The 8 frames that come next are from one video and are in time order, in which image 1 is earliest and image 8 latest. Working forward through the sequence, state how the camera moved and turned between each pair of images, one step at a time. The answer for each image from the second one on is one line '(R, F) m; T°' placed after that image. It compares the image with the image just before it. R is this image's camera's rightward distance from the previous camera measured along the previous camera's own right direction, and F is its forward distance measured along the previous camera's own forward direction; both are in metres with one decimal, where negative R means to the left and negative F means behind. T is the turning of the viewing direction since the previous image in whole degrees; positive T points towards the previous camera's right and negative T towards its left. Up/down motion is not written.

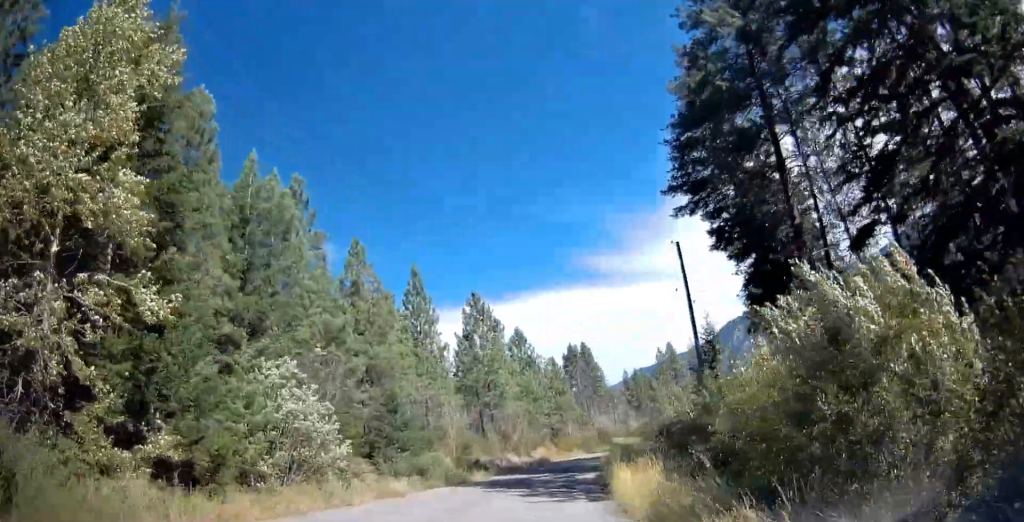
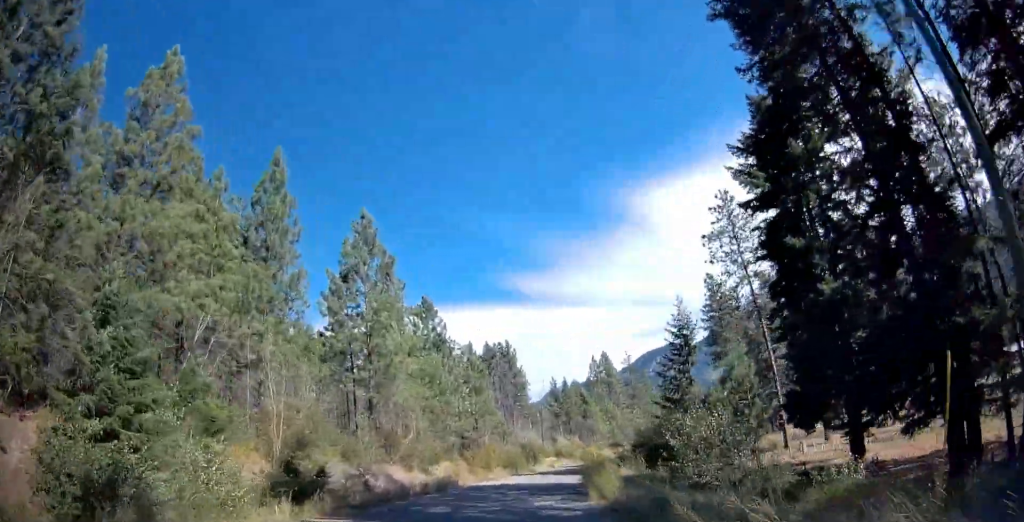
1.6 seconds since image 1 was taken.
(+1.8, +20.8) m; +12°
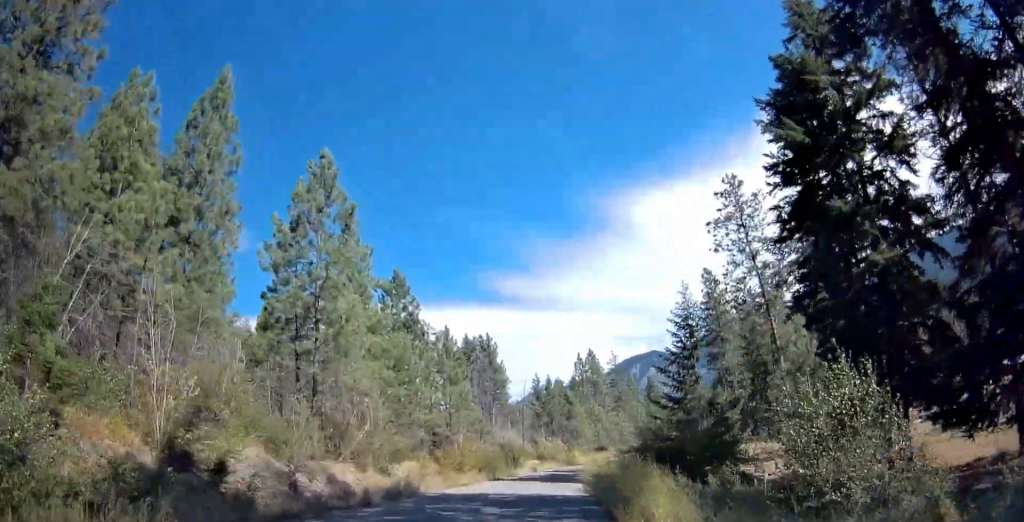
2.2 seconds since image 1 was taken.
(+0.7, +7.4) m; +3°
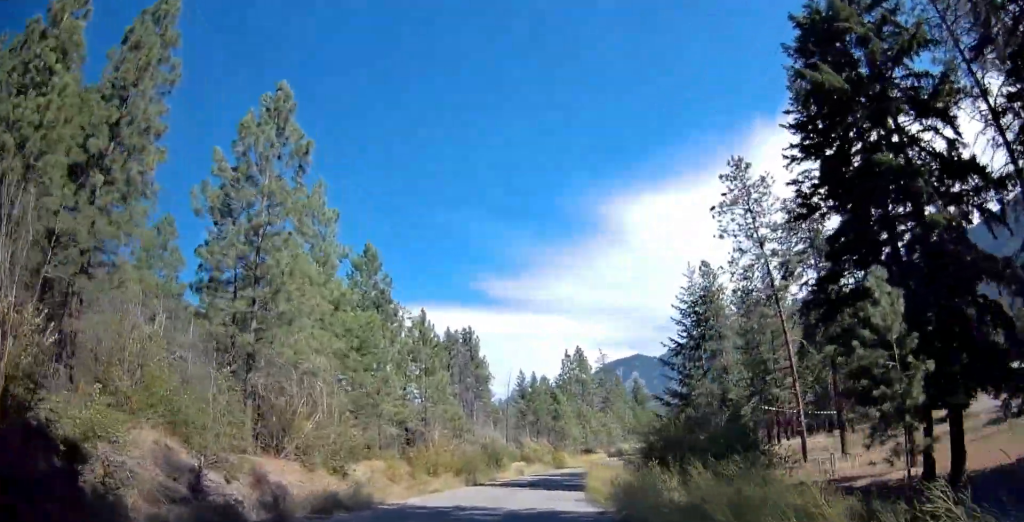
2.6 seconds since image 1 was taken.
(+0.3, +6.1) m; +2°
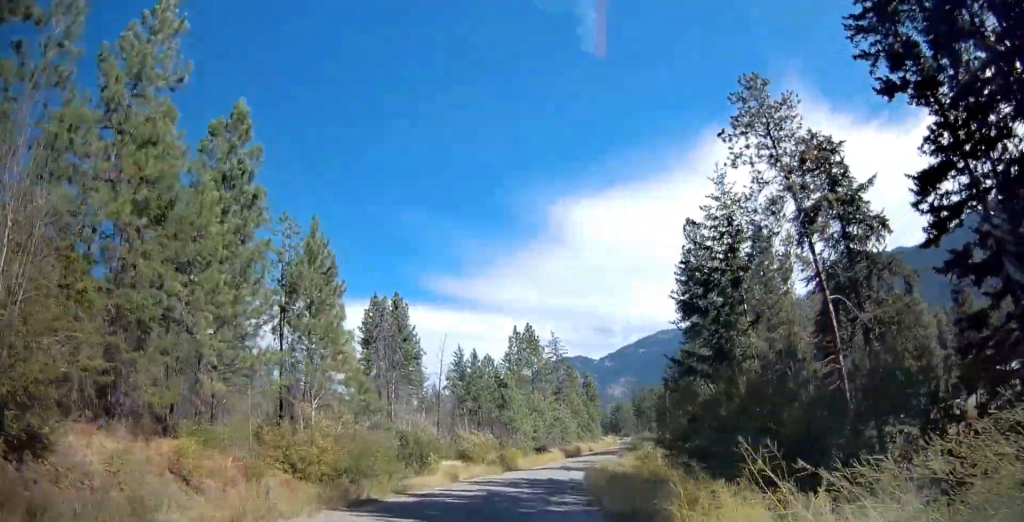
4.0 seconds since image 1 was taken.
(+0.8, +18.2) m; +7°
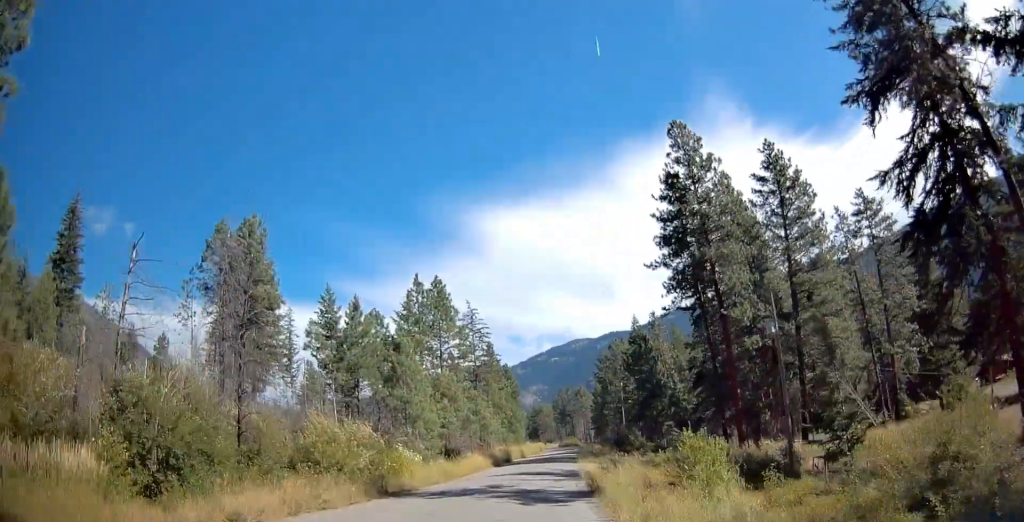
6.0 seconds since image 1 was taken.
(+2.2, +27.8) m; +8°
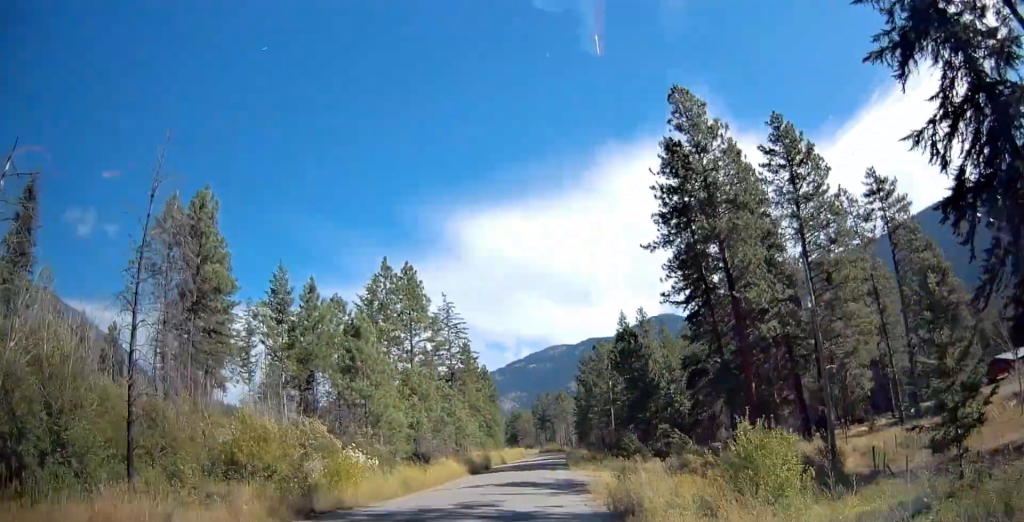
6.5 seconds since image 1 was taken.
(+0.2, +7.3) m; +2°
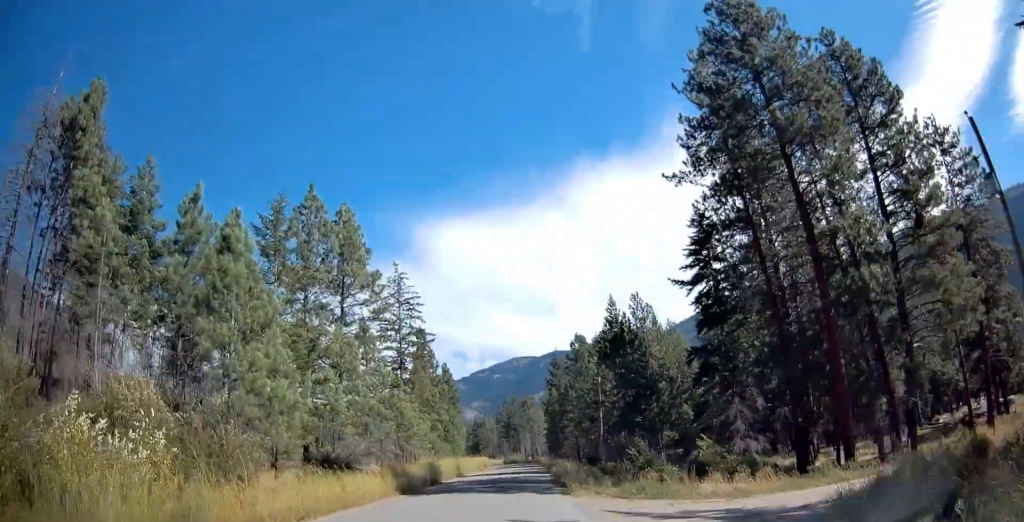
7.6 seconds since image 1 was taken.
(+0.5, +16.5) m; +6°
